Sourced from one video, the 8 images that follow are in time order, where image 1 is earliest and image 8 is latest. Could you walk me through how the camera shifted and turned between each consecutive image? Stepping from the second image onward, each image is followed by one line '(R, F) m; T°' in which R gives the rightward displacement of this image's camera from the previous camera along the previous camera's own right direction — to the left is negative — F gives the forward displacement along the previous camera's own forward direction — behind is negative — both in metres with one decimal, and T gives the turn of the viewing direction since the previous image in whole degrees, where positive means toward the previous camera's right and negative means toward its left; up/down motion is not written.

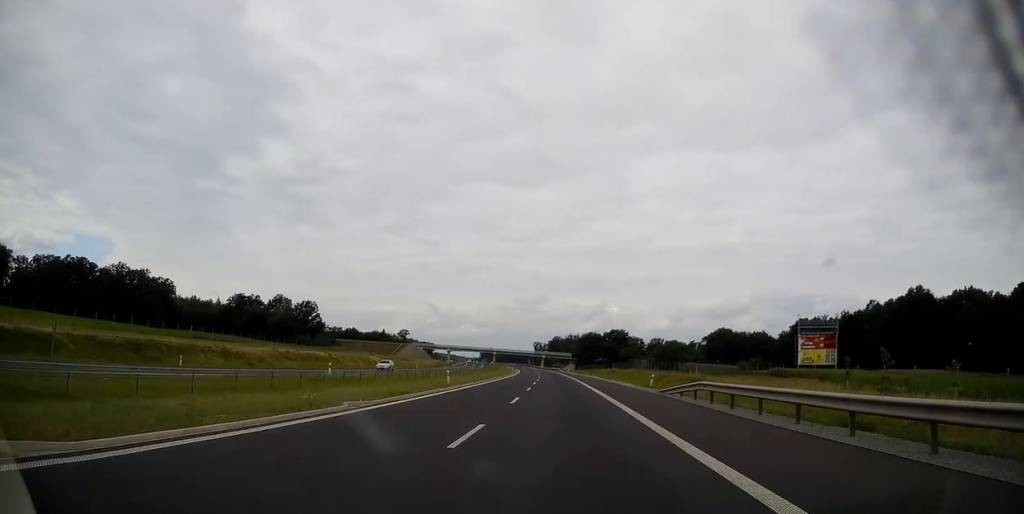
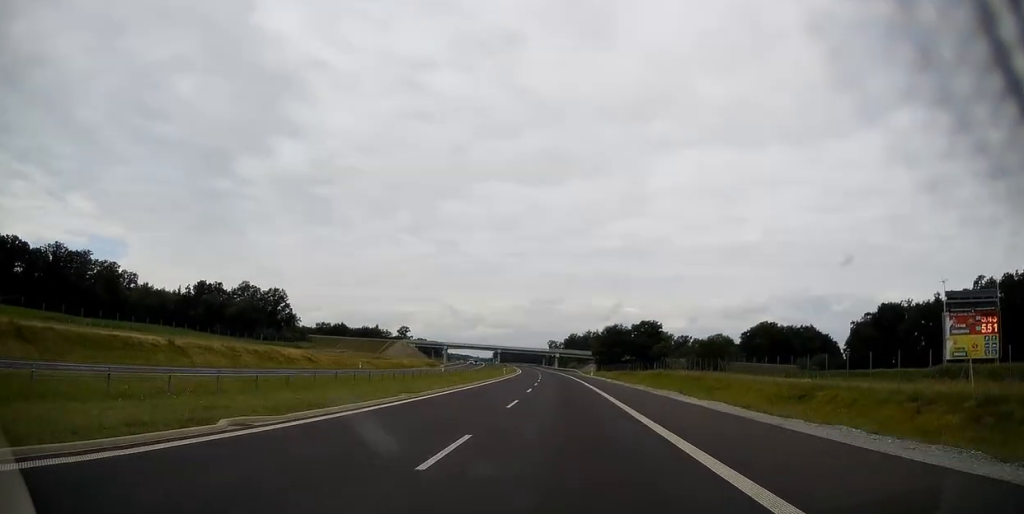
(-0.2, +50.1) m; 0°
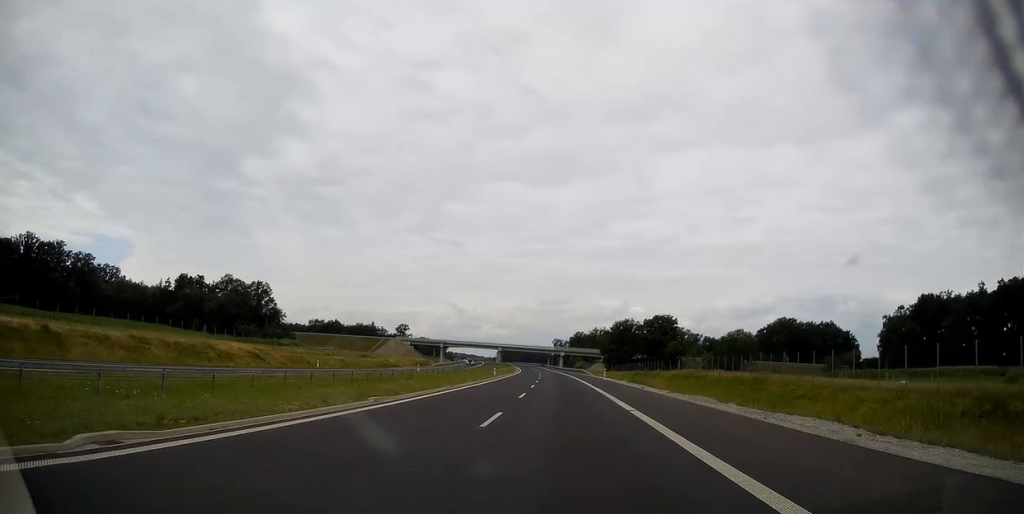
(+0.1, +18.6) m; 0°
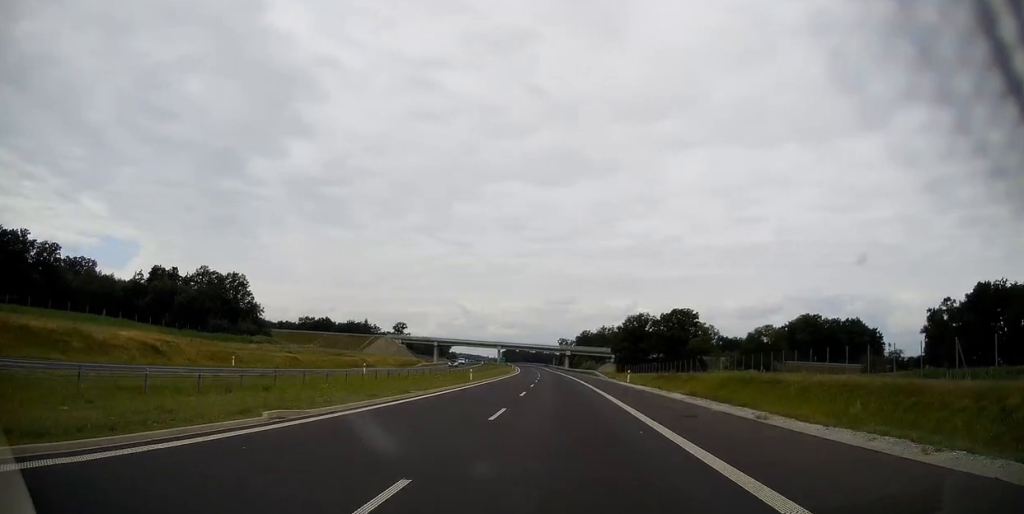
(-0.2, +23.3) m; -1°
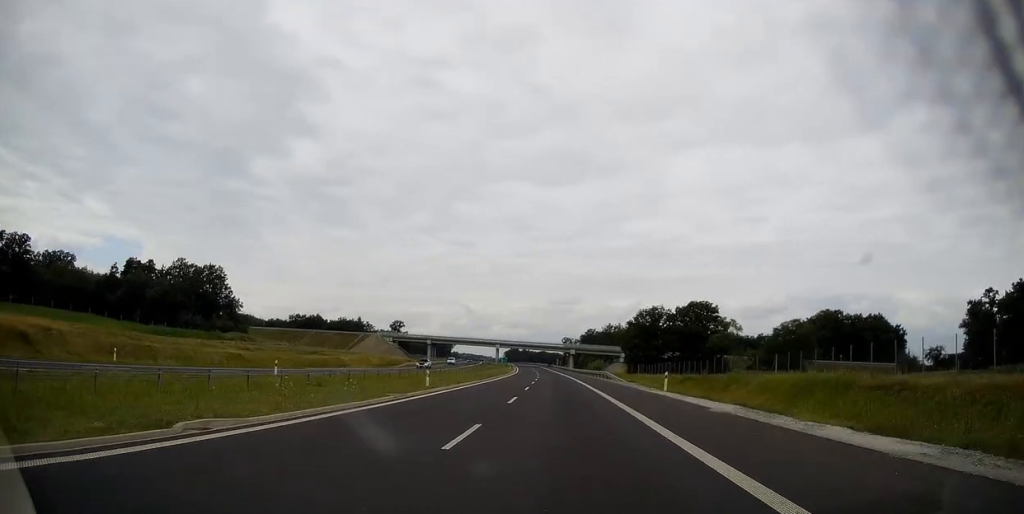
(0.0, +17.5) m; -1°
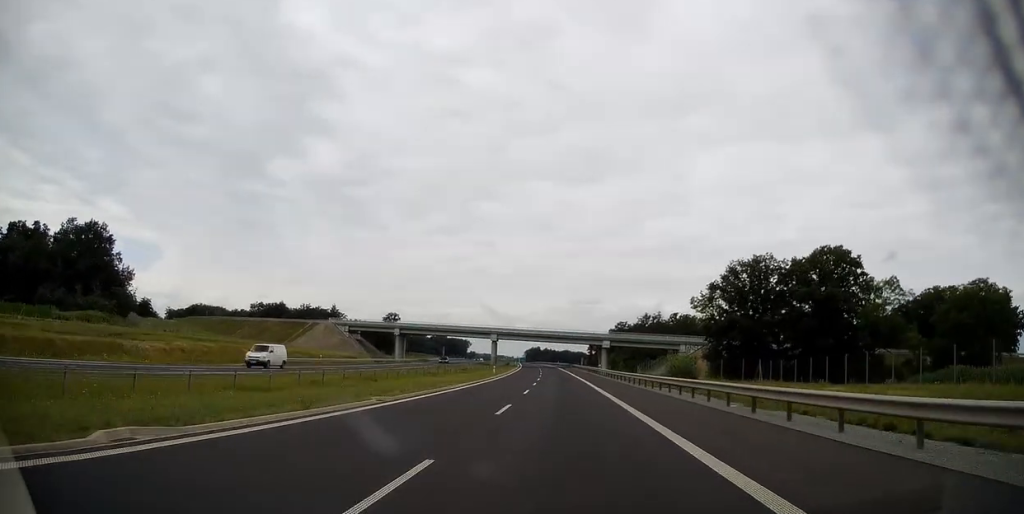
(-1.6, +65.2) m; -2°
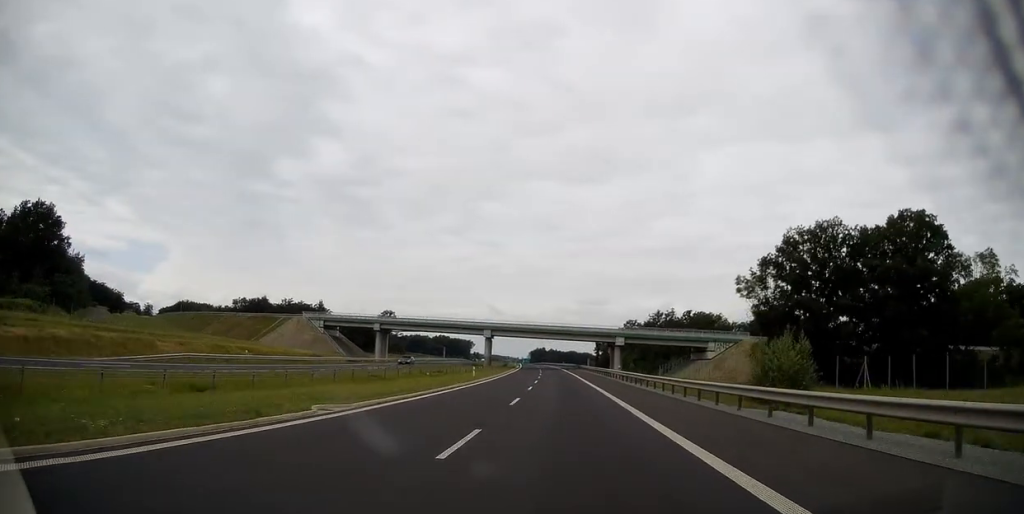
(0.0, +19.8) m; 0°
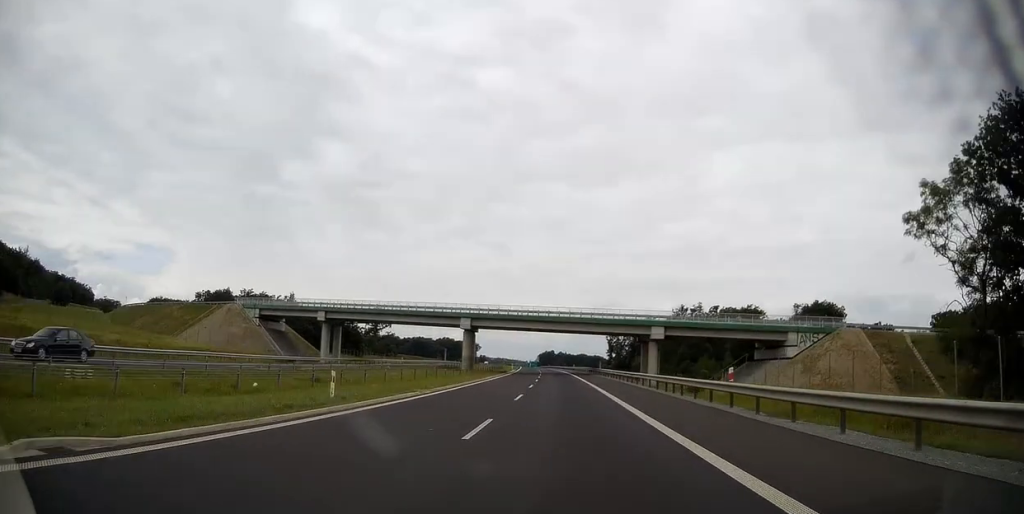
(-0.2, +33.8) m; -1°
